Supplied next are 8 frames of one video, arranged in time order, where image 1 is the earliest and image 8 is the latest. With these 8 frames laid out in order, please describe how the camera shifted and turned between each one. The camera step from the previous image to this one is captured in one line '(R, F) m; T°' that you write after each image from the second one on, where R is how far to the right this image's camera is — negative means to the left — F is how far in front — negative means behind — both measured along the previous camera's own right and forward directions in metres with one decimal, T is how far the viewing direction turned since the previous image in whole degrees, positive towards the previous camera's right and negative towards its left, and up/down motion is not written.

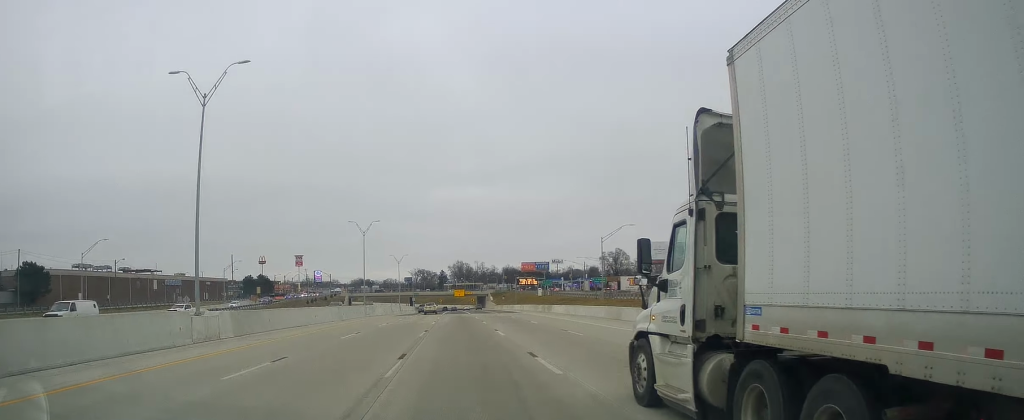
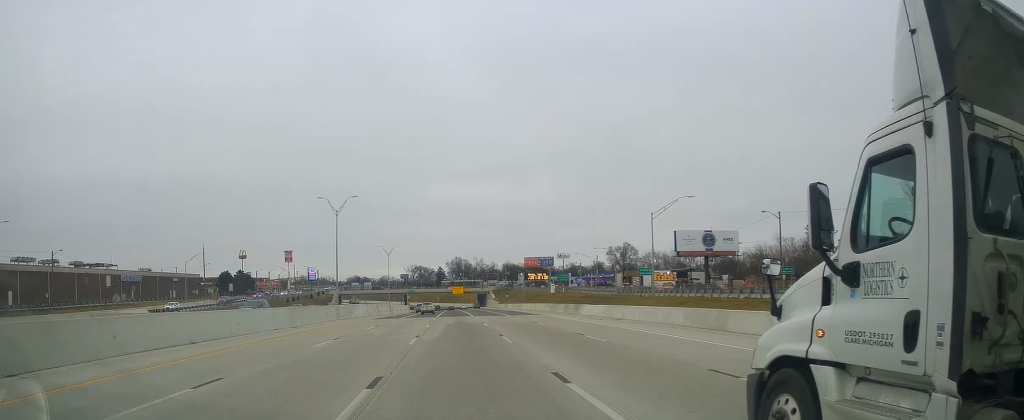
(0.0, +20.4) m; -1°
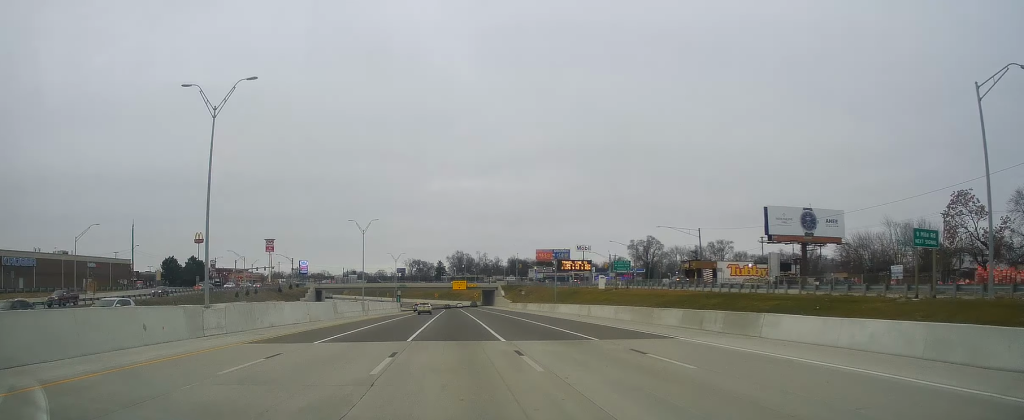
(-0.5, +39.8) m; -1°
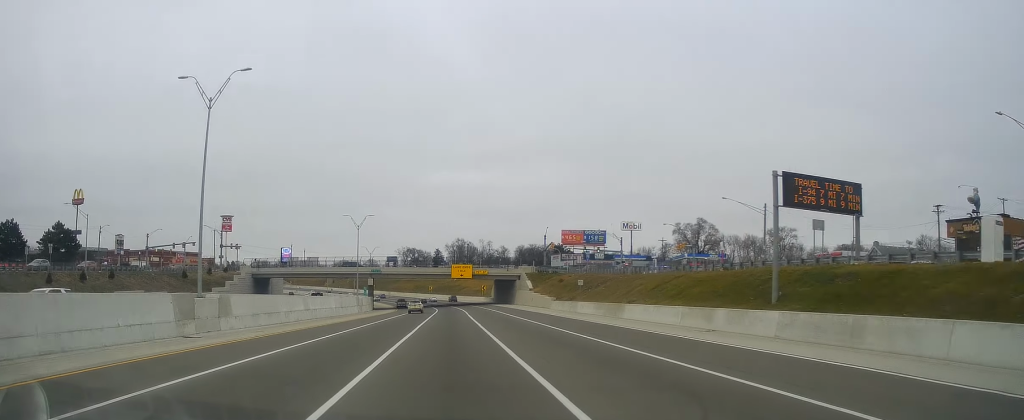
(+0.7, +63.9) m; +1°
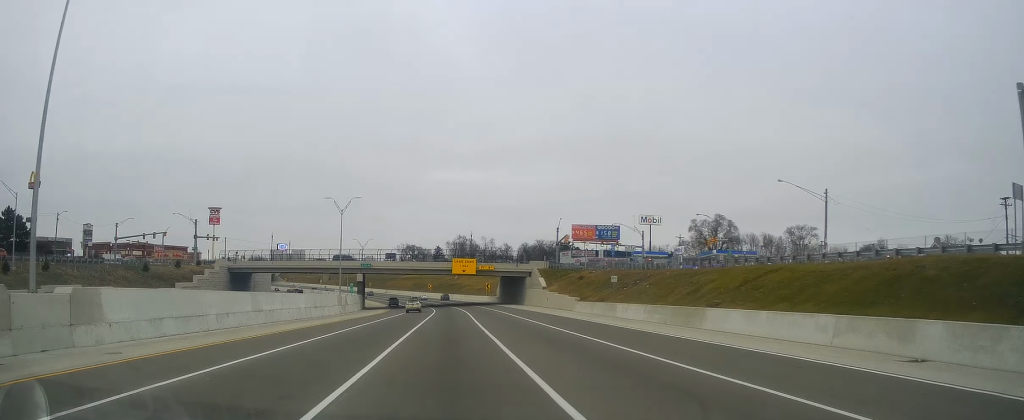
(0.0, +15.7) m; 0°
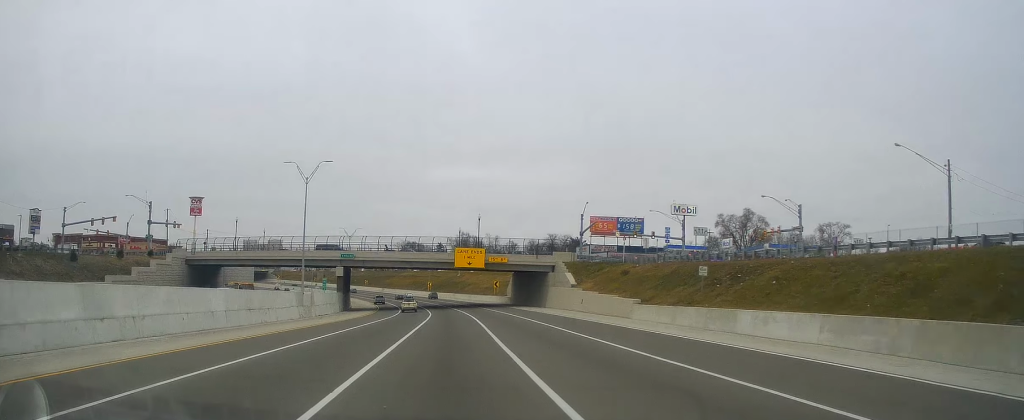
(+0.1, +21.6) m; 0°
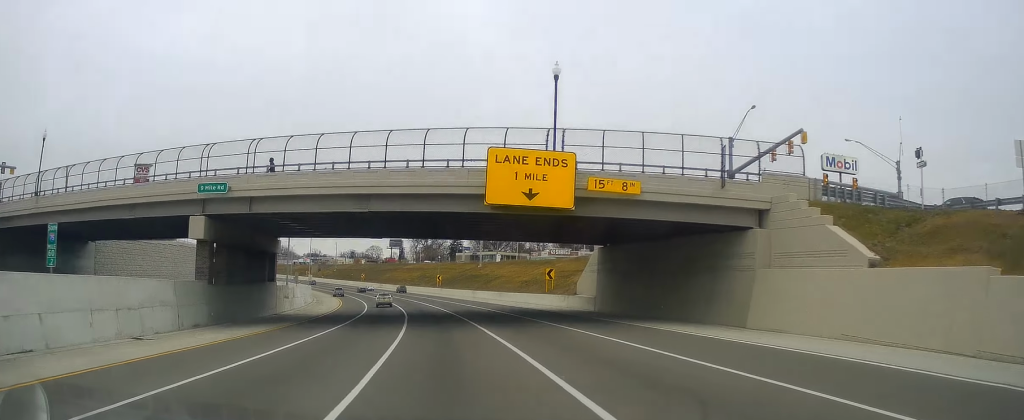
(-0.6, +54.1) m; -2°
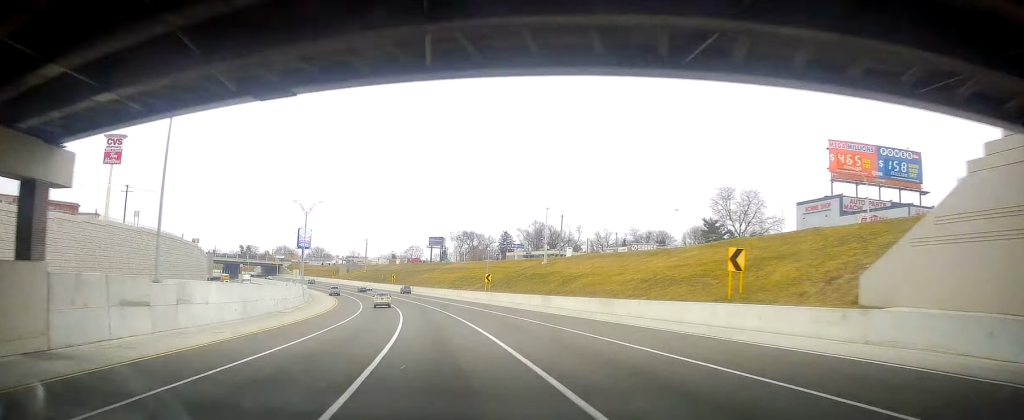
(-0.5, +39.6) m; -1°
